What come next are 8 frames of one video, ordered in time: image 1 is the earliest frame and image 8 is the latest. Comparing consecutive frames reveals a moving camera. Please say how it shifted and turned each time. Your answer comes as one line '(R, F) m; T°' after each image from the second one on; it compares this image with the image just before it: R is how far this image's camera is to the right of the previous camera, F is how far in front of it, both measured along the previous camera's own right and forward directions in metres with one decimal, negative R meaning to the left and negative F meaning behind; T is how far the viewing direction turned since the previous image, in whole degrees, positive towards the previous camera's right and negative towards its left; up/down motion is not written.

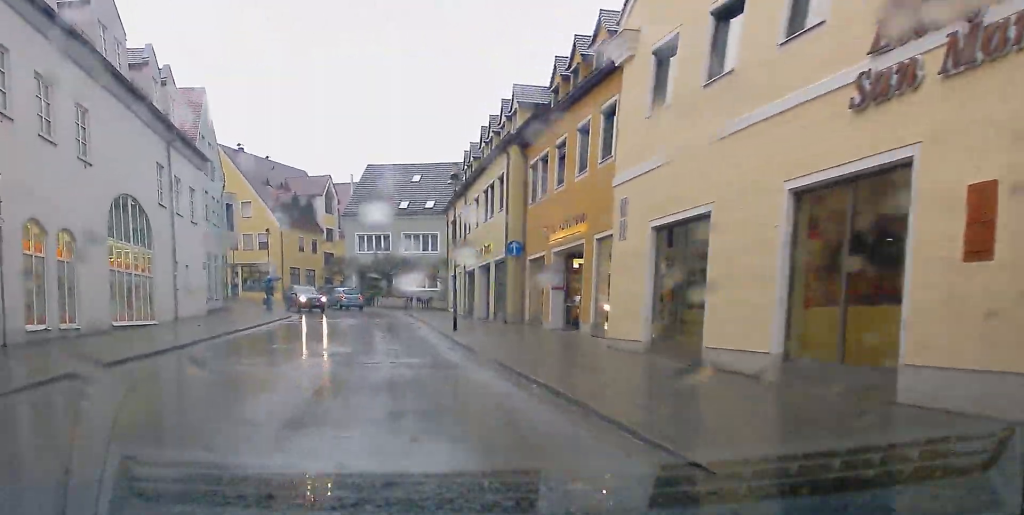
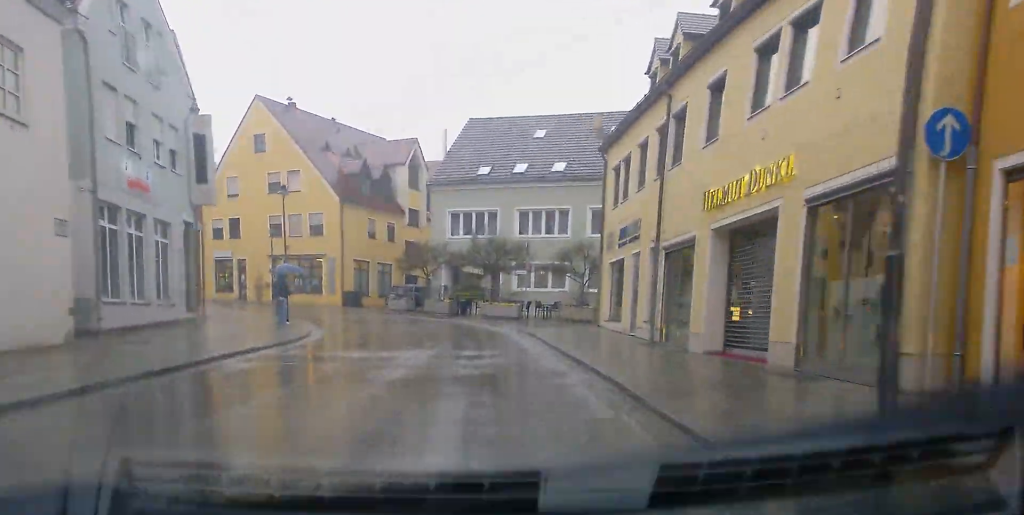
(-2.4, +20.9) m; -9°
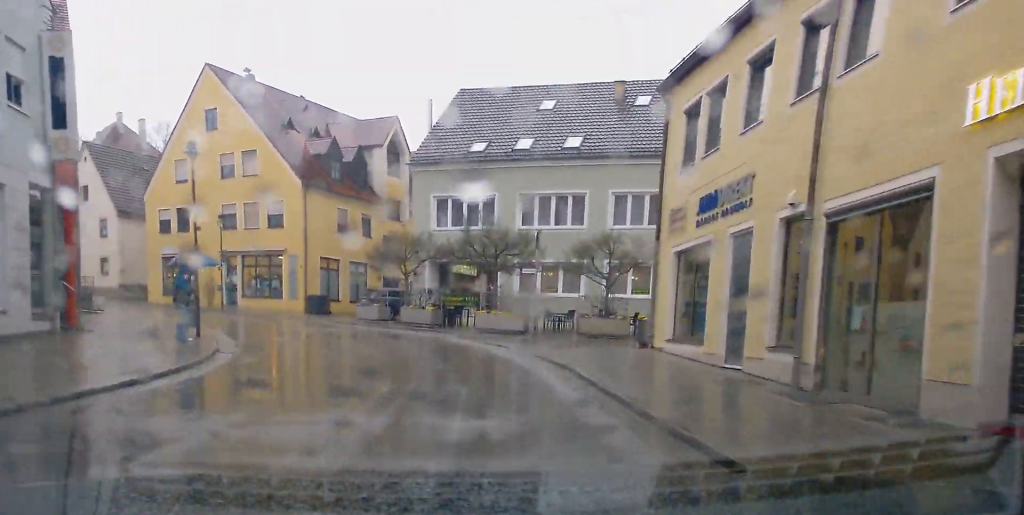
(-0.3, +9.0) m; -4°
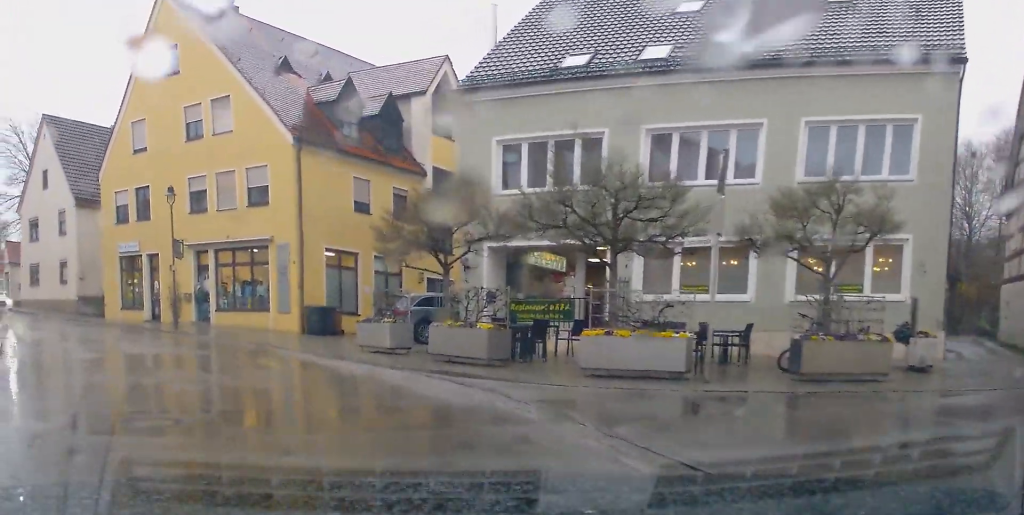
(-0.9, +15.6) m; -14°
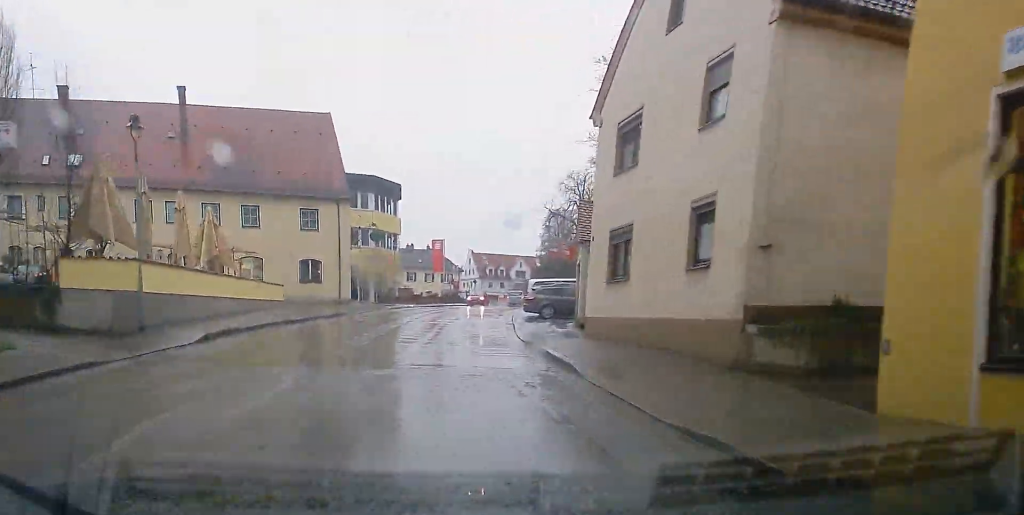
(-10.4, +28.7) m; -32°
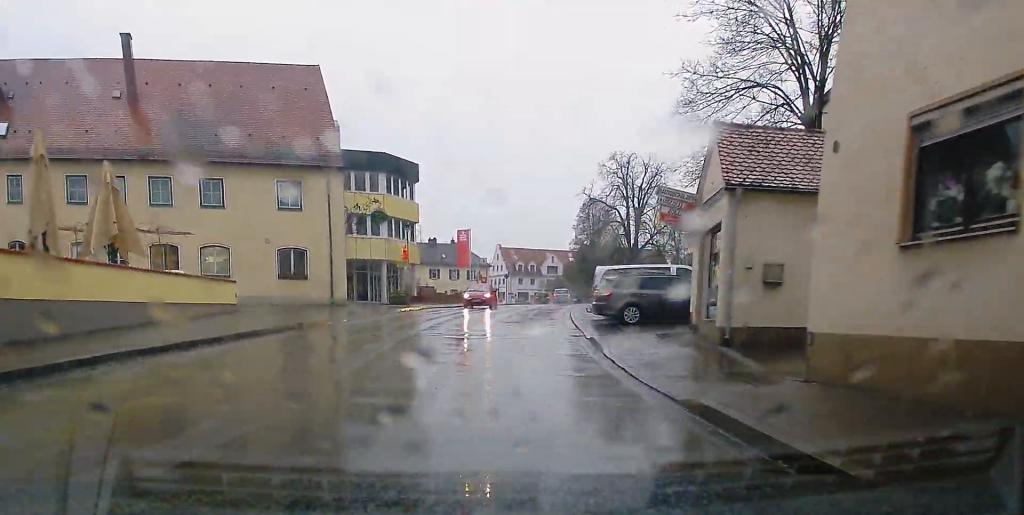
(-0.6, +12.2) m; -2°
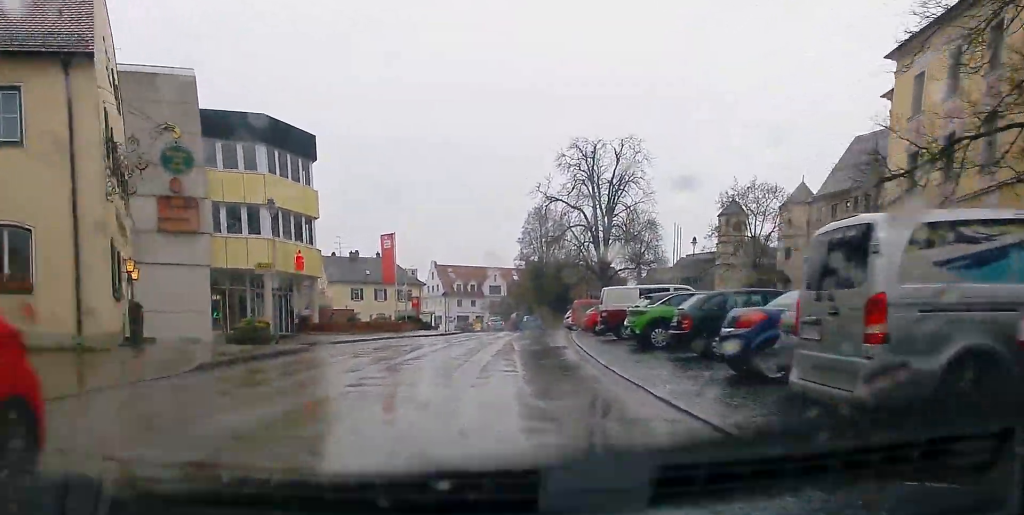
(+0.6, +21.9) m; +4°
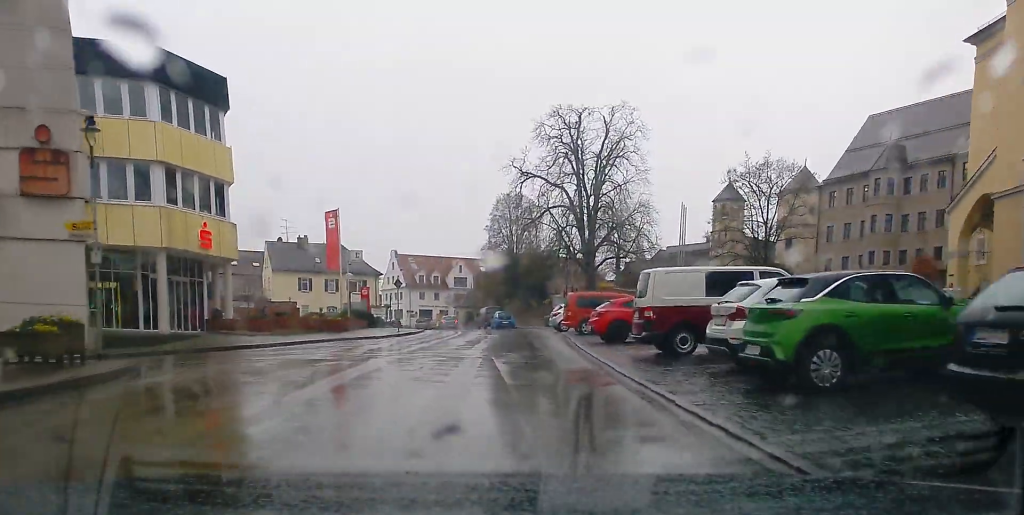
(+0.3, +12.4) m; +2°
